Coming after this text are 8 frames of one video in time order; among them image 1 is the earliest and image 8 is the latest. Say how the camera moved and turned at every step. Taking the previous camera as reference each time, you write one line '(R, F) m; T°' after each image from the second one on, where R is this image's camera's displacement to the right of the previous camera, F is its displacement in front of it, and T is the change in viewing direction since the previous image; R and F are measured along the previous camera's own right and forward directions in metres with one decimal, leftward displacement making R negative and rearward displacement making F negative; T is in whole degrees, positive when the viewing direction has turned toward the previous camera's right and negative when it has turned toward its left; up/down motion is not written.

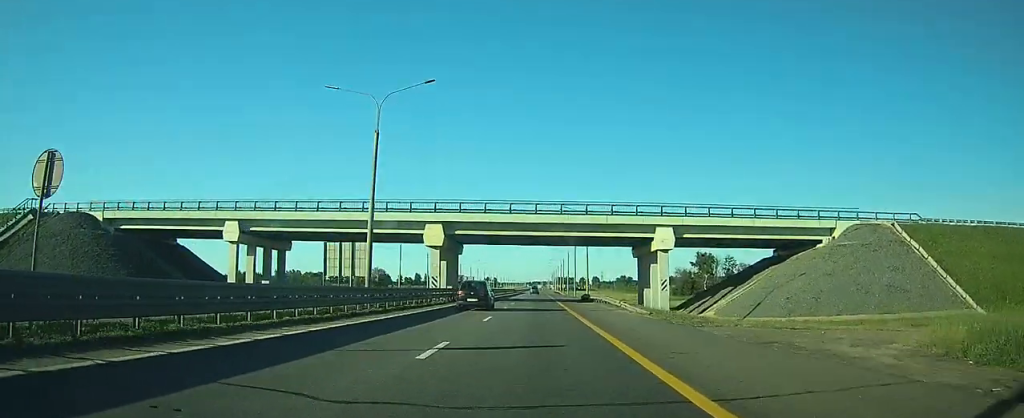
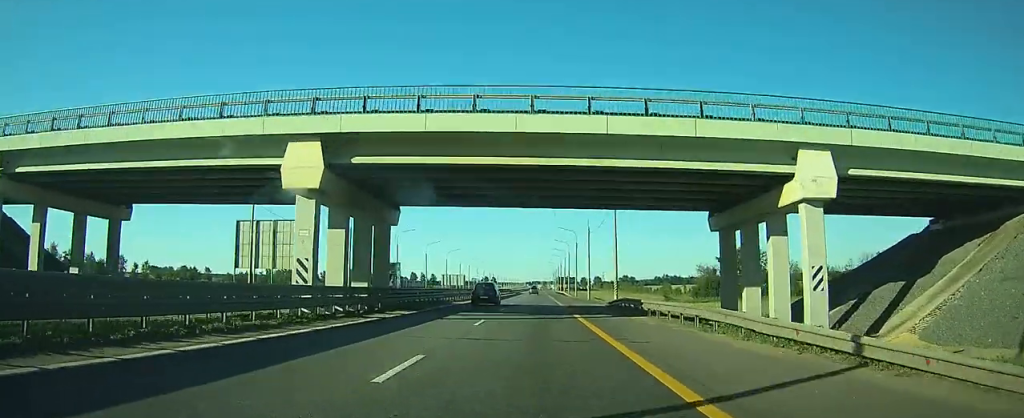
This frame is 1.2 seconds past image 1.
(0.0, +26.5) m; 0°
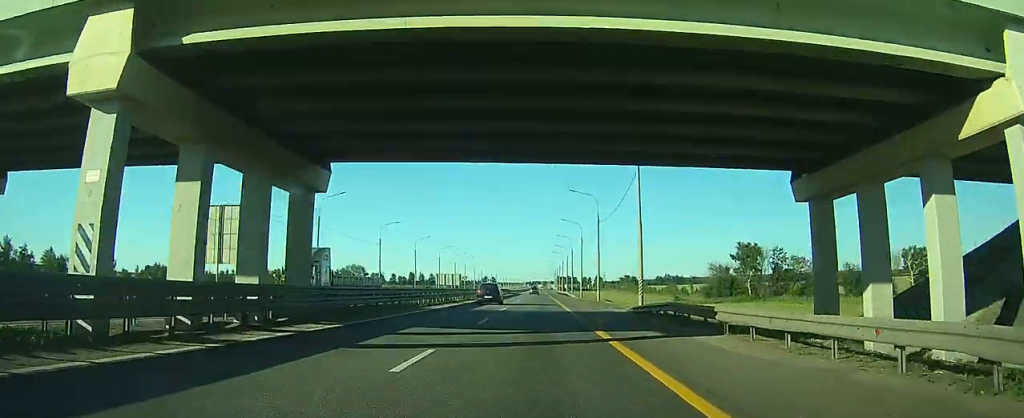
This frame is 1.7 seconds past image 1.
(0.0, +11.0) m; 0°
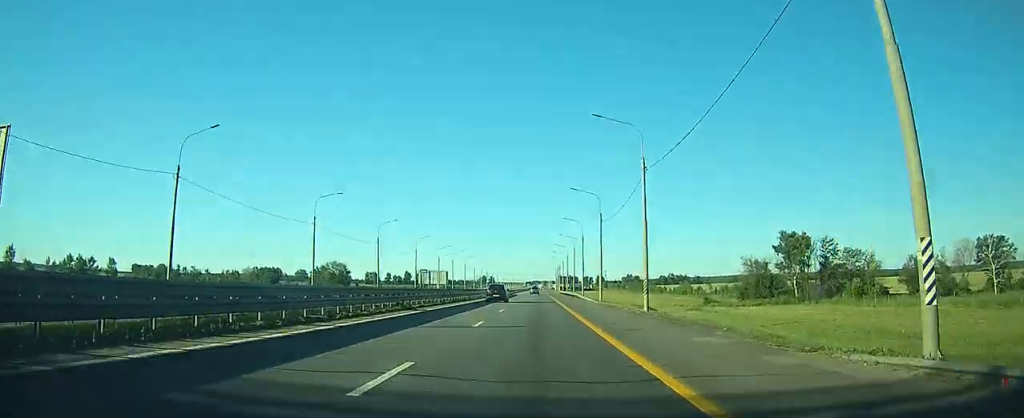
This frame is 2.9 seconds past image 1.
(0.0, +26.2) m; 0°
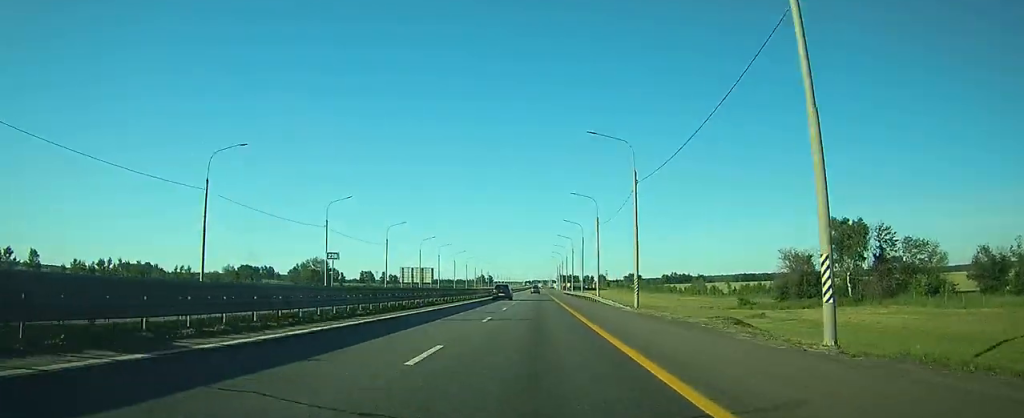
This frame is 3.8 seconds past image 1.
(+0.1, +21.4) m; +1°
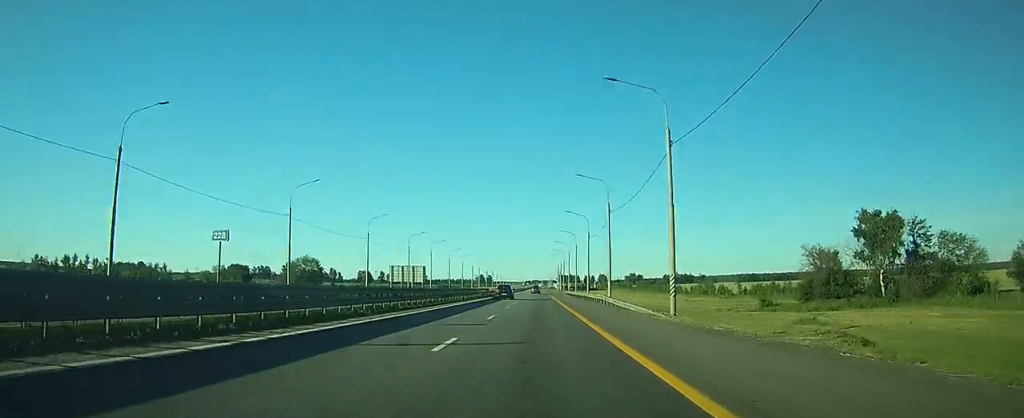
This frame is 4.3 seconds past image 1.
(+0.1, +10.0) m; 0°
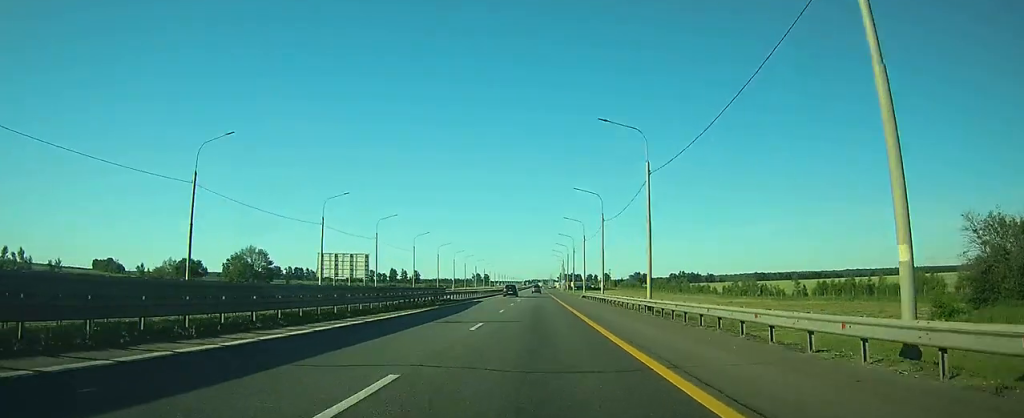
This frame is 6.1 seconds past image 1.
(-0.2, +42.5) m; 0°
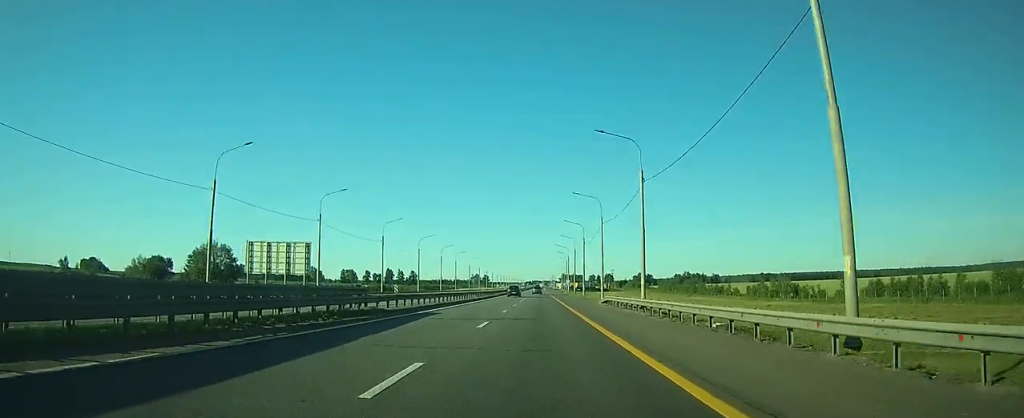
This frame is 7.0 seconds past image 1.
(0.0, +22.5) m; 0°
